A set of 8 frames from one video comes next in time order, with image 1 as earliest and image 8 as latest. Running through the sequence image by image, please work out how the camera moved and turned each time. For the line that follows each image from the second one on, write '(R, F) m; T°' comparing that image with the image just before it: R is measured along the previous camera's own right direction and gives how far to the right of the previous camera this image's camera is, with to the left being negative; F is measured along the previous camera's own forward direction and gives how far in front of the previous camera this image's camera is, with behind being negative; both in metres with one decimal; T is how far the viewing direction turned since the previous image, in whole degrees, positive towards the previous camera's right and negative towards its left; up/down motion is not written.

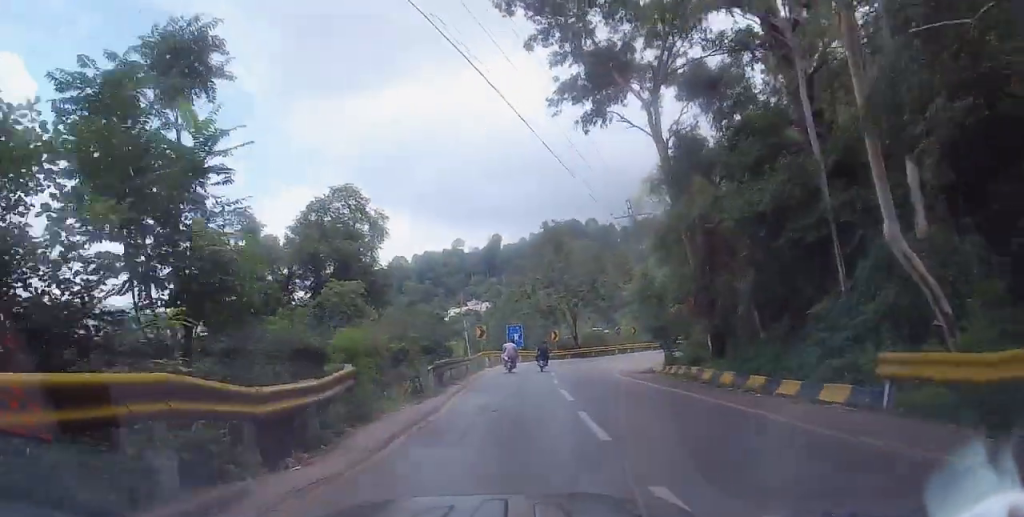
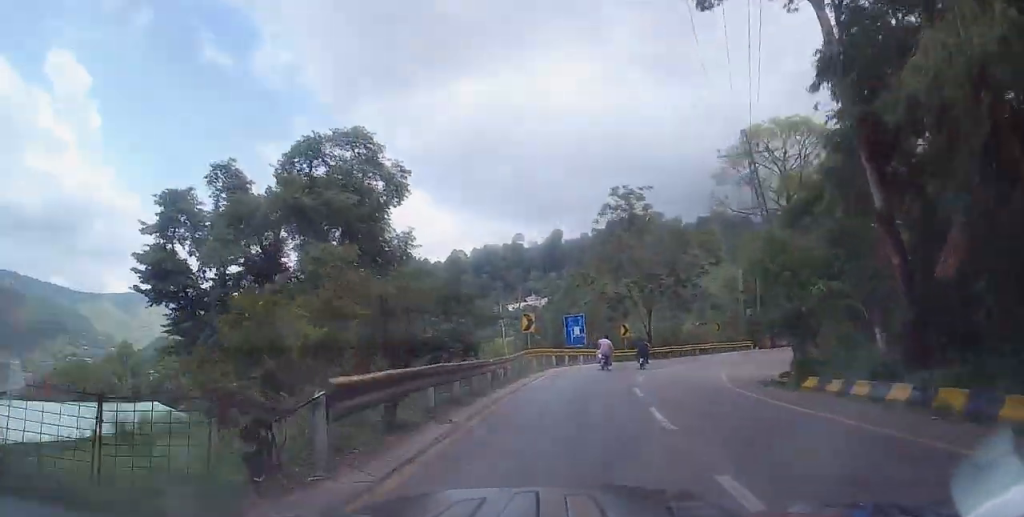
(0.0, +11.8) m; +2°
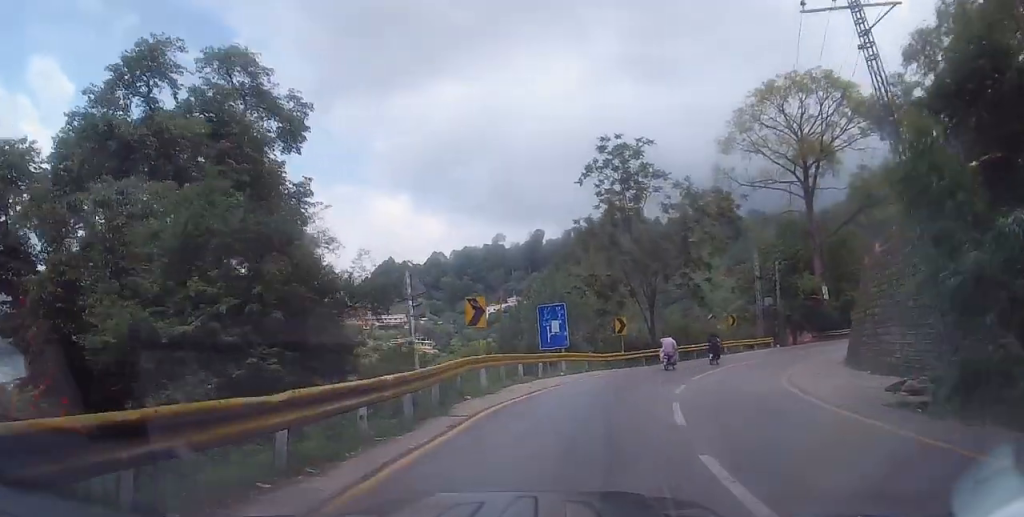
(0.0, +11.4) m; -1°
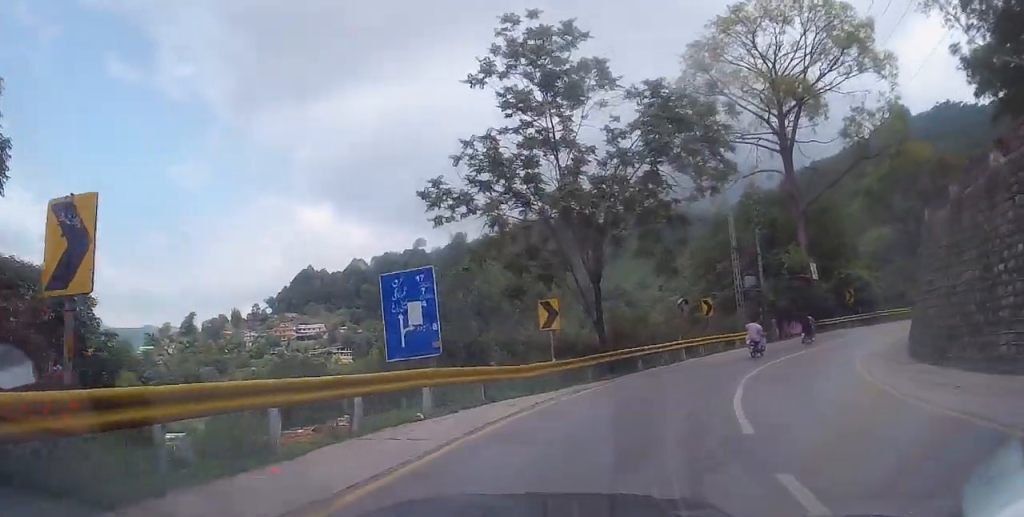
(+0.1, +13.6) m; +10°
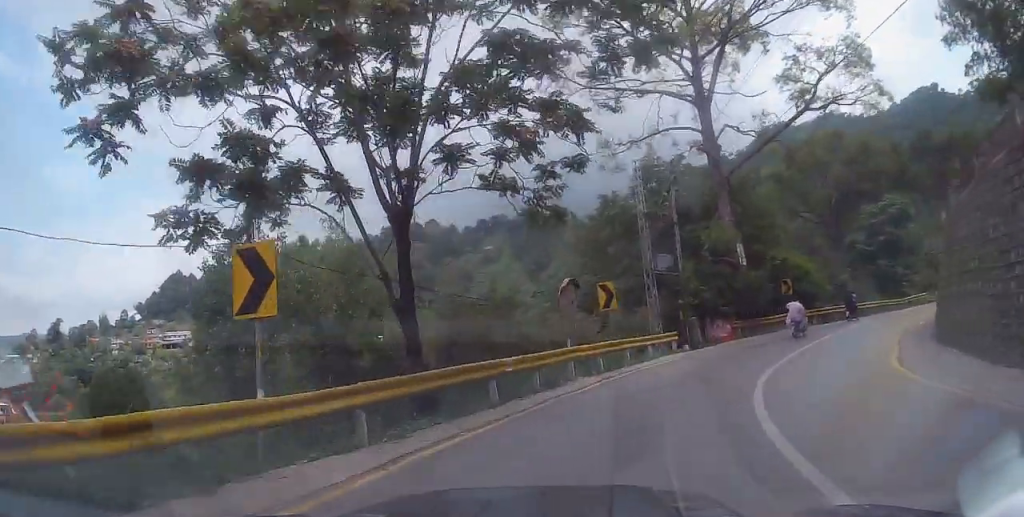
(+1.7, +11.3) m; +11°
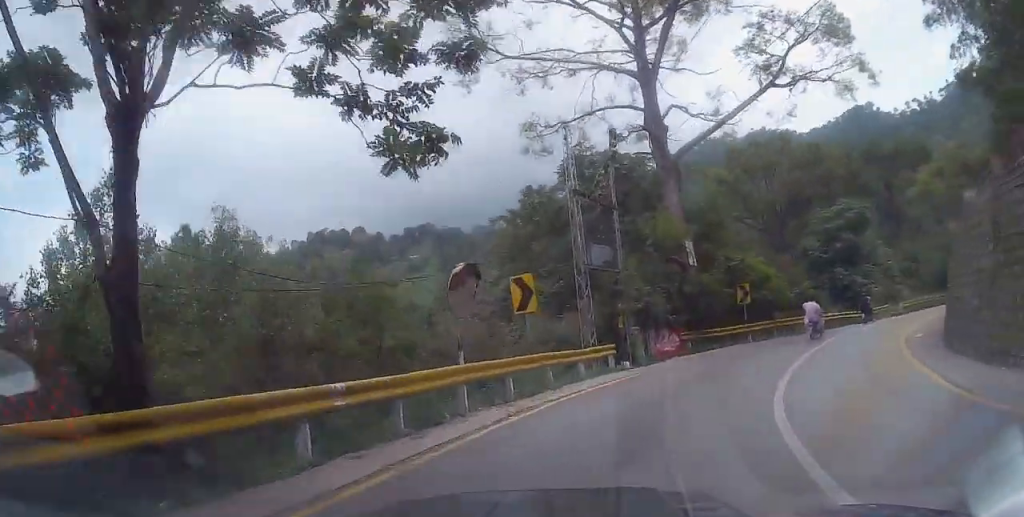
(-0.2, +5.6) m; +5°
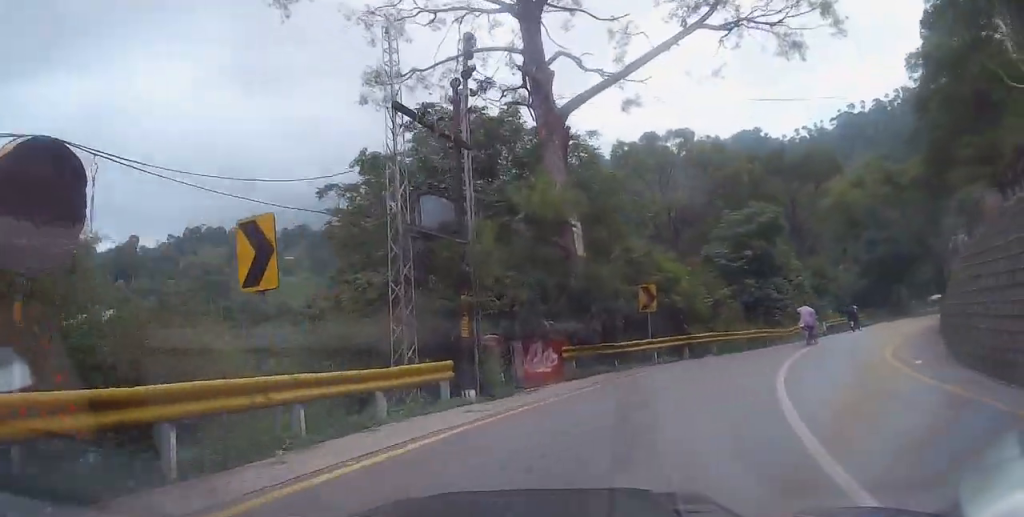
(+0.8, +7.7) m; +12°
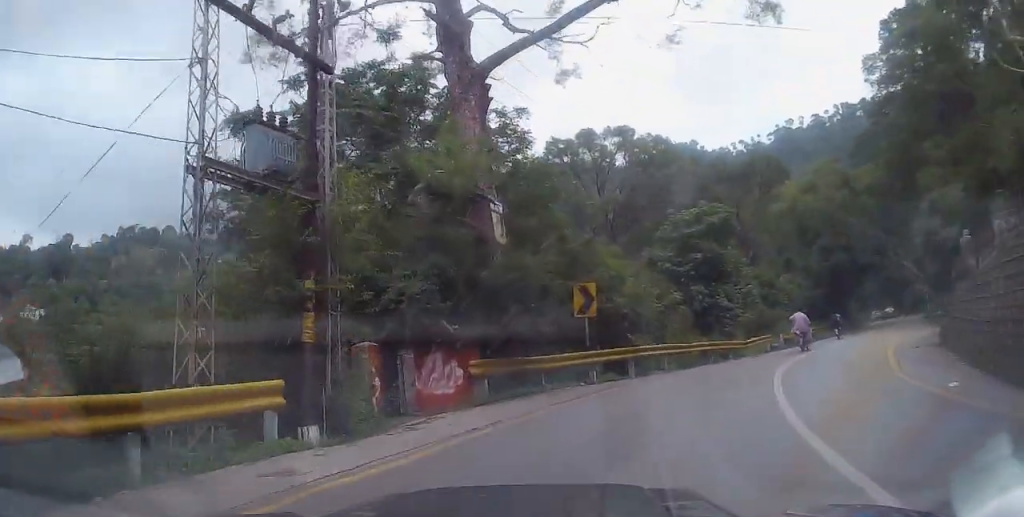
(+0.2, +4.3) m; +6°
